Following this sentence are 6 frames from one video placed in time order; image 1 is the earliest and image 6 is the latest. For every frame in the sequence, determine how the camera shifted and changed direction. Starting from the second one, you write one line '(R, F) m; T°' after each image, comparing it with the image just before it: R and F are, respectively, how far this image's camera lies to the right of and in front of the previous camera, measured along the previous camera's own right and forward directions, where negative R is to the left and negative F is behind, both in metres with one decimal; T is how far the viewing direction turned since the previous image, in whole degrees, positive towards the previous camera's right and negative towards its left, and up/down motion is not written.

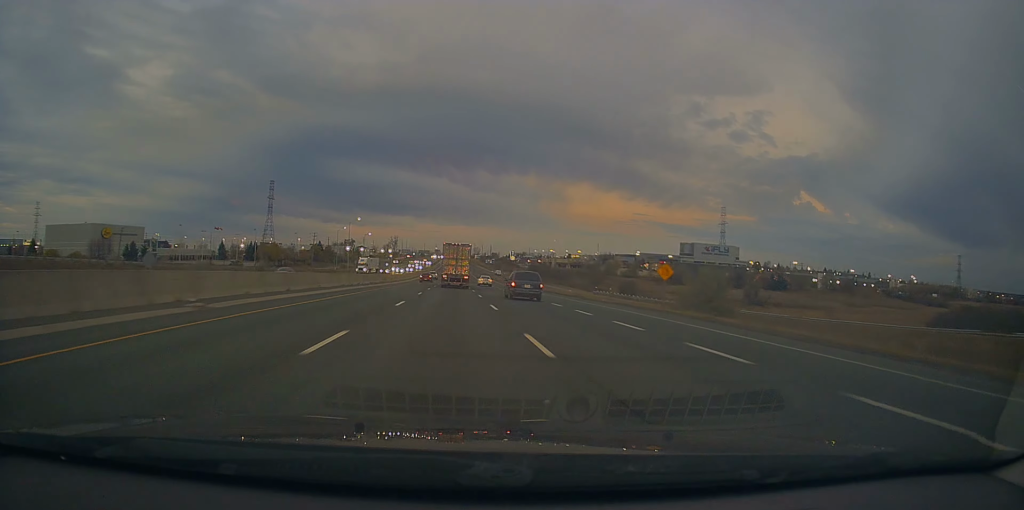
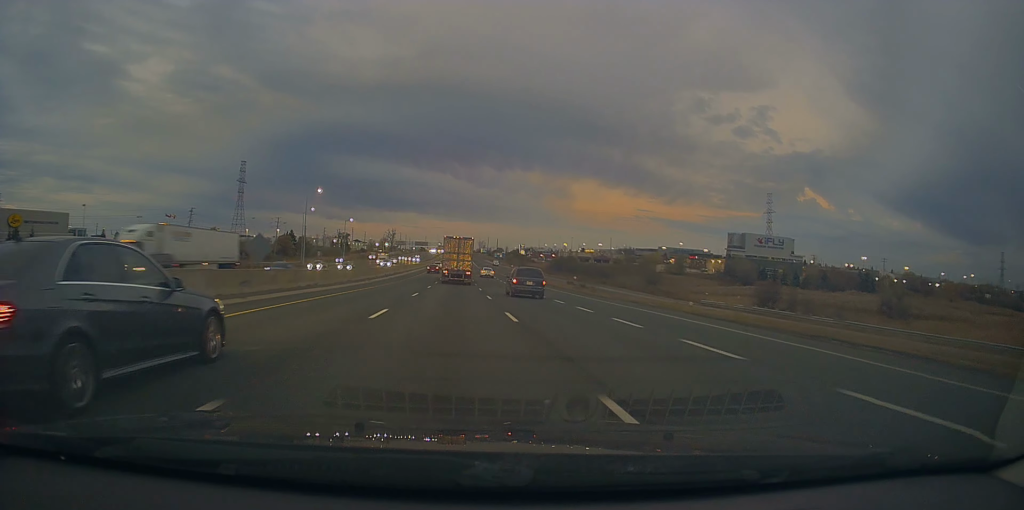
(+0.1, +55.2) m; -1°
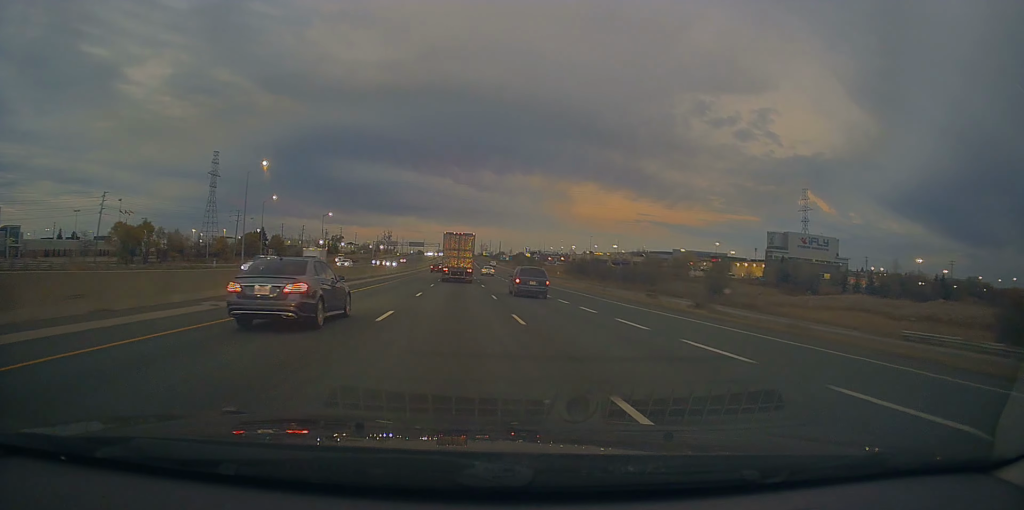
(-0.6, +36.6) m; -1°
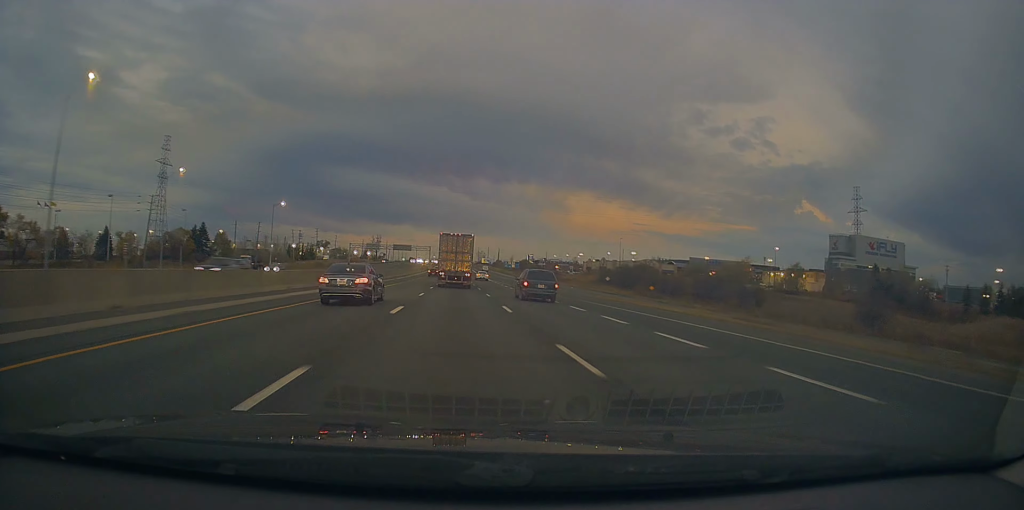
(+0.4, +45.8) m; +1°
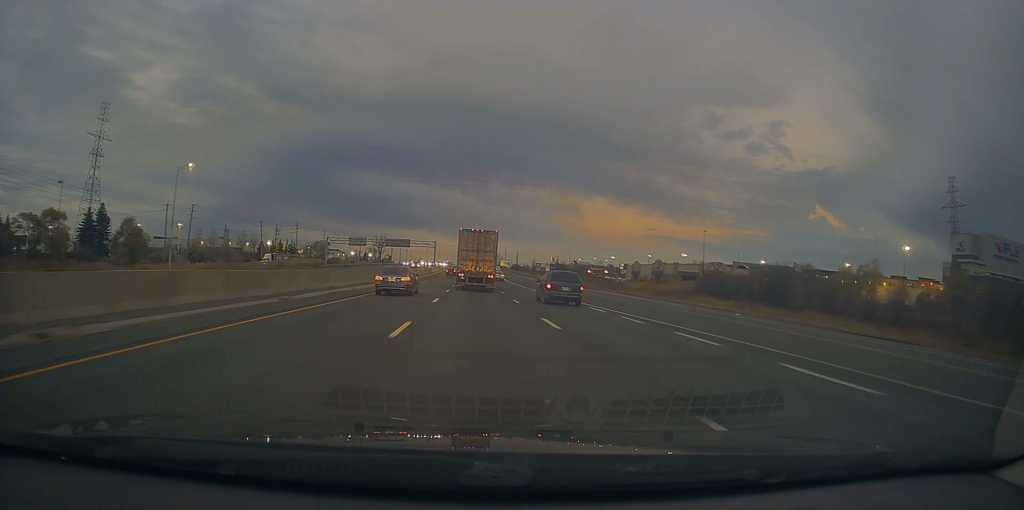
(+0.2, +53.9) m; -1°
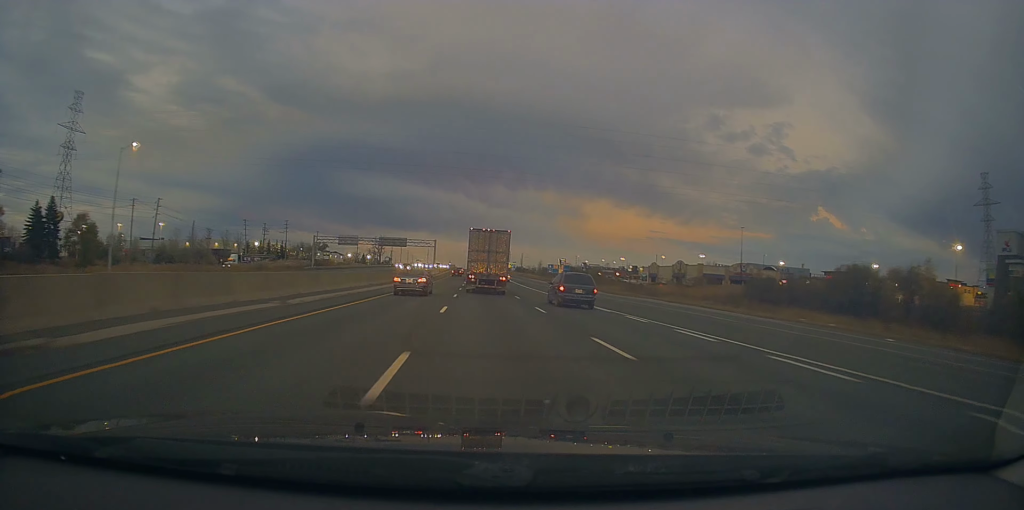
(-0.5, +16.9) m; 0°
